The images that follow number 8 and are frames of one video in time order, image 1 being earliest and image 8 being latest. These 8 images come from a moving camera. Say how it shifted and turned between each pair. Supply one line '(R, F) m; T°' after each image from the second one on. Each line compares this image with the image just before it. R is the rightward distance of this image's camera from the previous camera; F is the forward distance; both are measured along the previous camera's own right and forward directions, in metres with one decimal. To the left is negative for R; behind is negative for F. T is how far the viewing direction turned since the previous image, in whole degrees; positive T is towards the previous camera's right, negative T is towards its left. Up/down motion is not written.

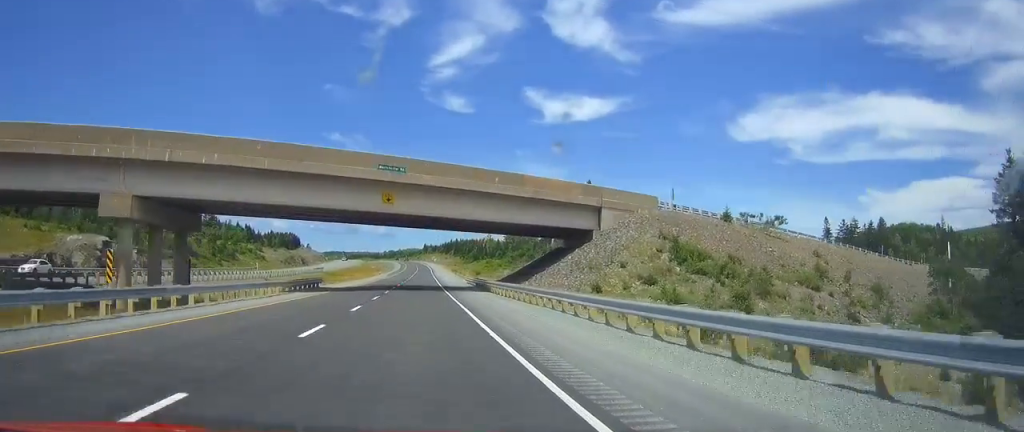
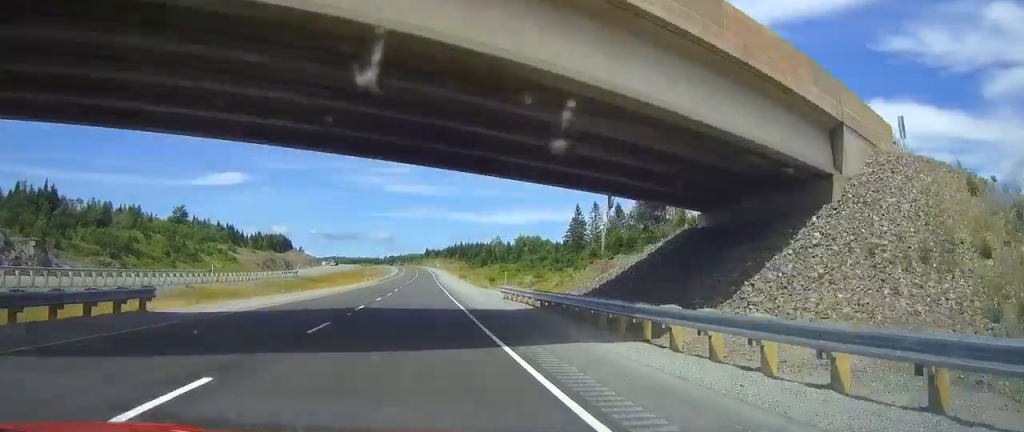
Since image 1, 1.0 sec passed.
(-0.2, +35.2) m; 0°
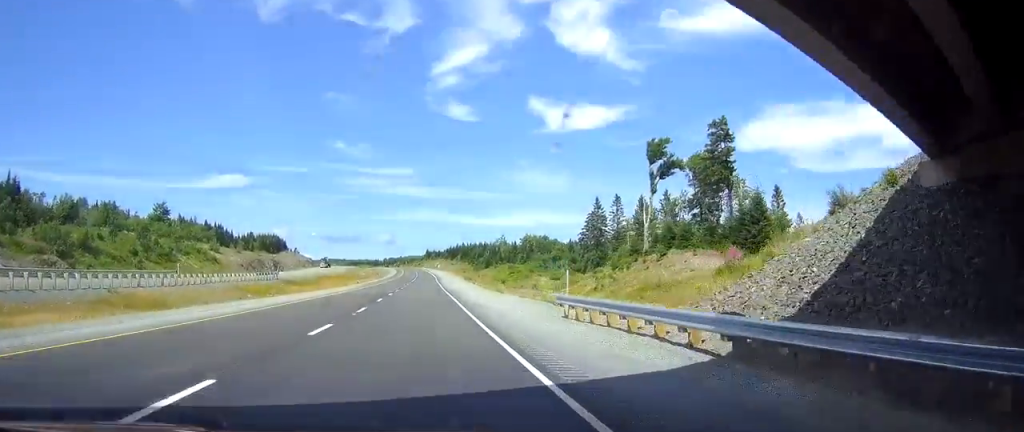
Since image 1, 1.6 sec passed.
(0.0, +18.1) m; 0°
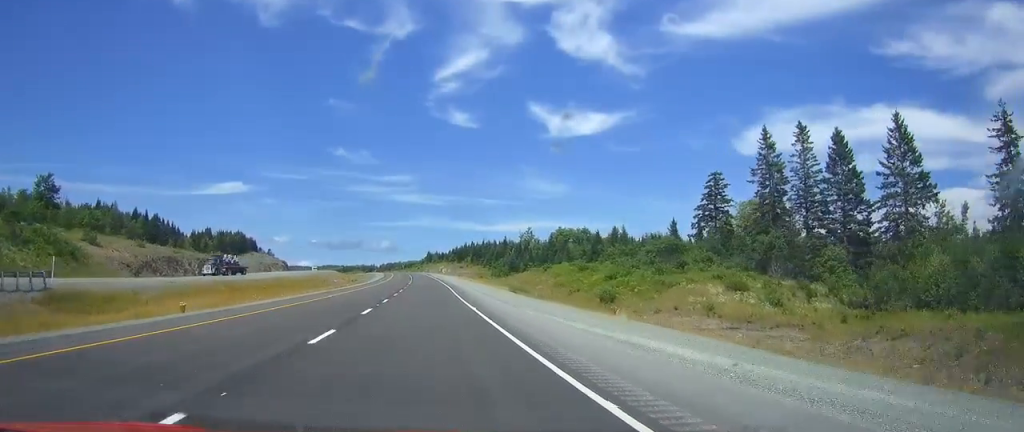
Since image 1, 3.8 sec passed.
(+0.1, +74.2) m; 0°
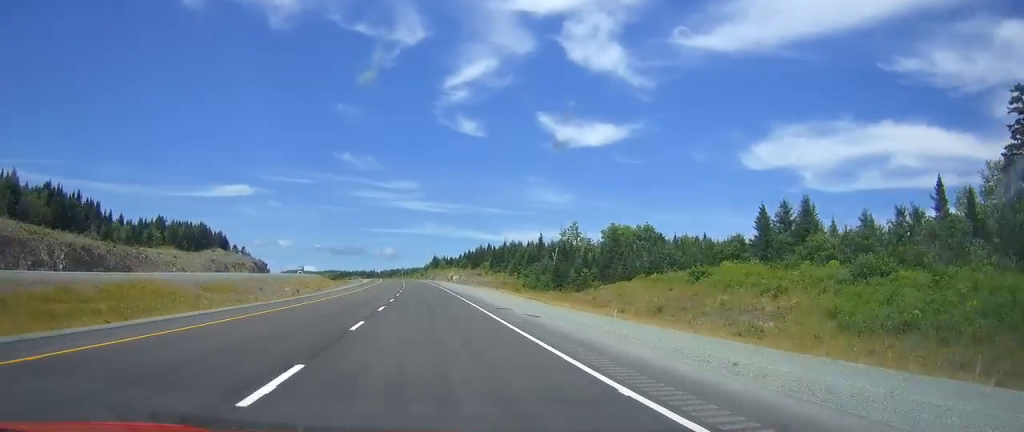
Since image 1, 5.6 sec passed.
(-0.2, +59.9) m; -1°
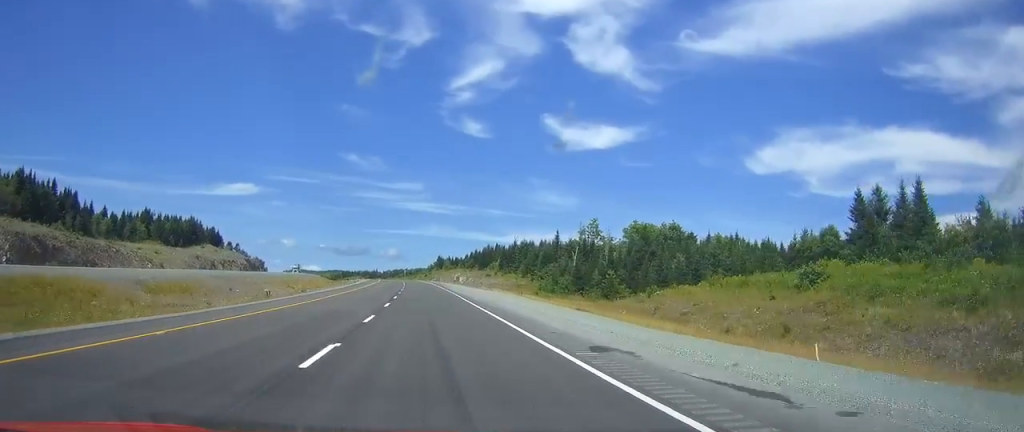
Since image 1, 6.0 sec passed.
(0.0, +15.4) m; 0°
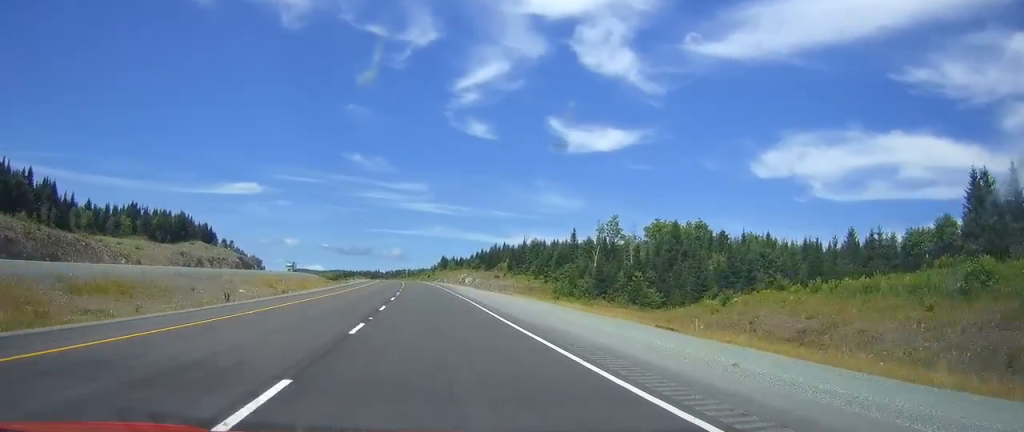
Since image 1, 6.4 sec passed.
(0.0, +13.1) m; 0°
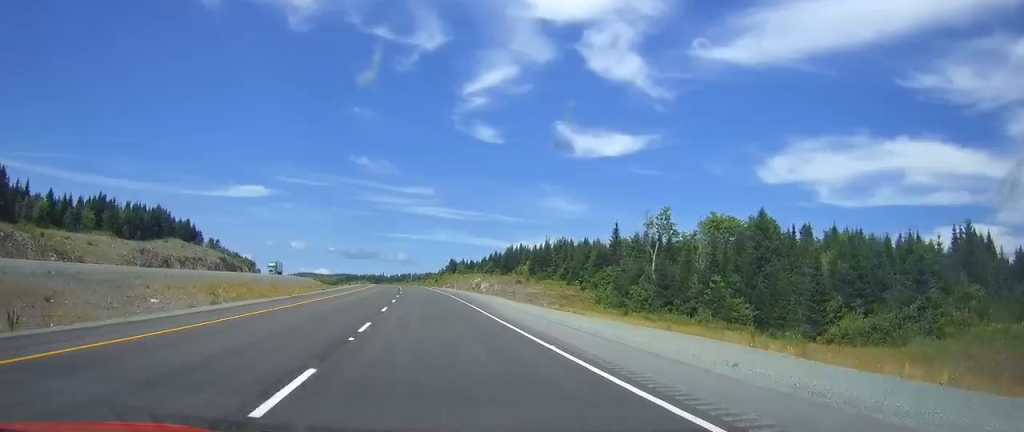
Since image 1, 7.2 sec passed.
(-0.1, +26.2) m; -1°
